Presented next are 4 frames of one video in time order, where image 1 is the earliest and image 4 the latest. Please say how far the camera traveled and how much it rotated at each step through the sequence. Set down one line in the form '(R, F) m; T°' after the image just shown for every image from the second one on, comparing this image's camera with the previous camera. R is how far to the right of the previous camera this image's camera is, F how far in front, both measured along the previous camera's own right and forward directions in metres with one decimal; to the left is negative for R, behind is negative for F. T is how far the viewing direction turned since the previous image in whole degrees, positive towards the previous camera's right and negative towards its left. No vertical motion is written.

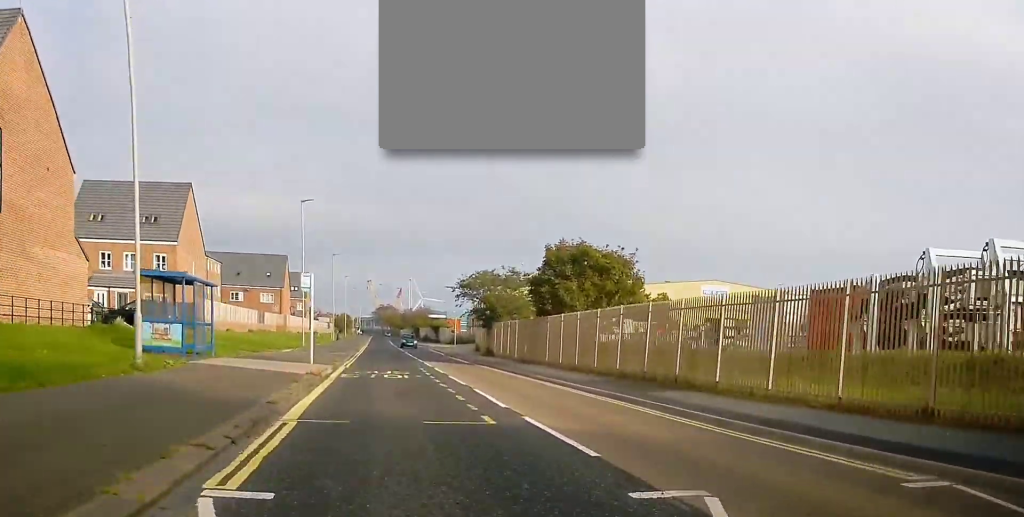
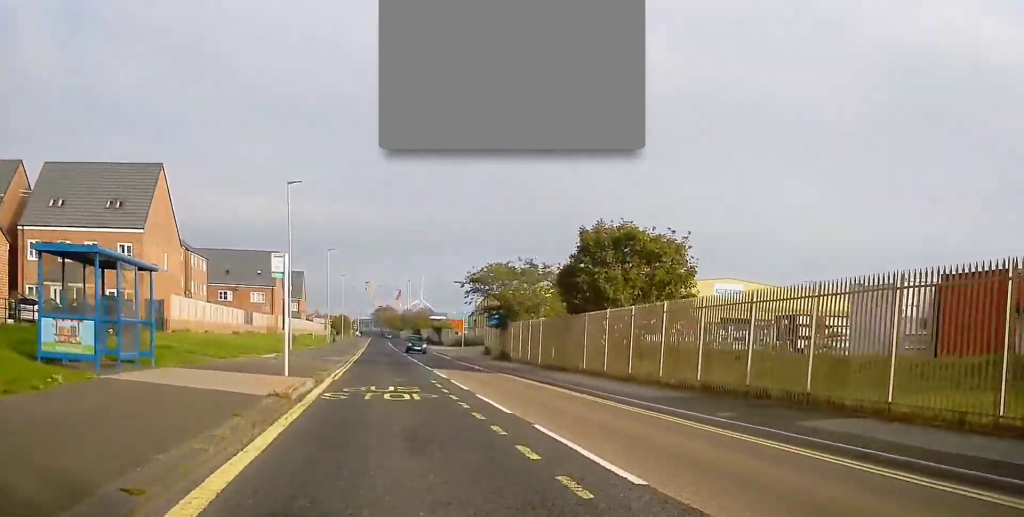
(0.0, +7.0) m; 0°
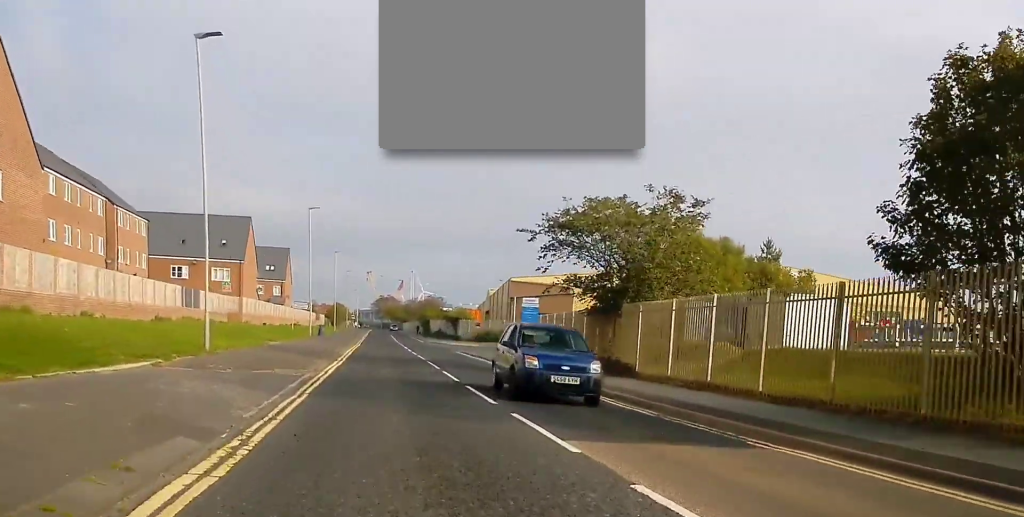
(0.0, +23.1) m; -1°
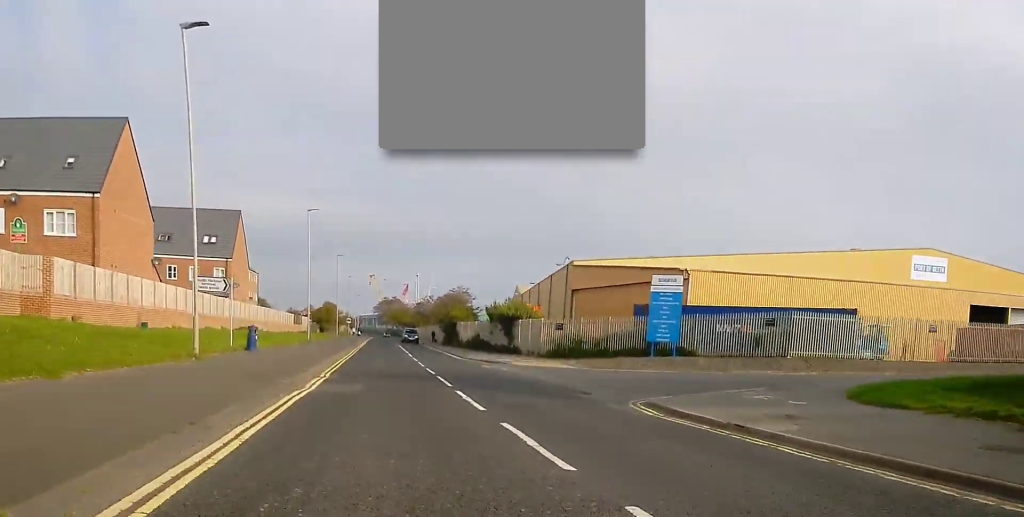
(-0.3, +38.9) m; +1°
